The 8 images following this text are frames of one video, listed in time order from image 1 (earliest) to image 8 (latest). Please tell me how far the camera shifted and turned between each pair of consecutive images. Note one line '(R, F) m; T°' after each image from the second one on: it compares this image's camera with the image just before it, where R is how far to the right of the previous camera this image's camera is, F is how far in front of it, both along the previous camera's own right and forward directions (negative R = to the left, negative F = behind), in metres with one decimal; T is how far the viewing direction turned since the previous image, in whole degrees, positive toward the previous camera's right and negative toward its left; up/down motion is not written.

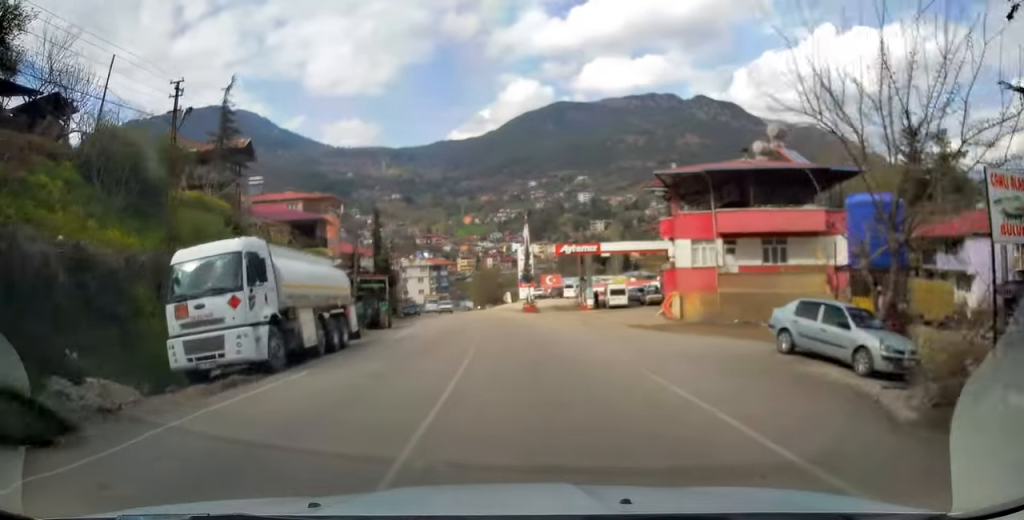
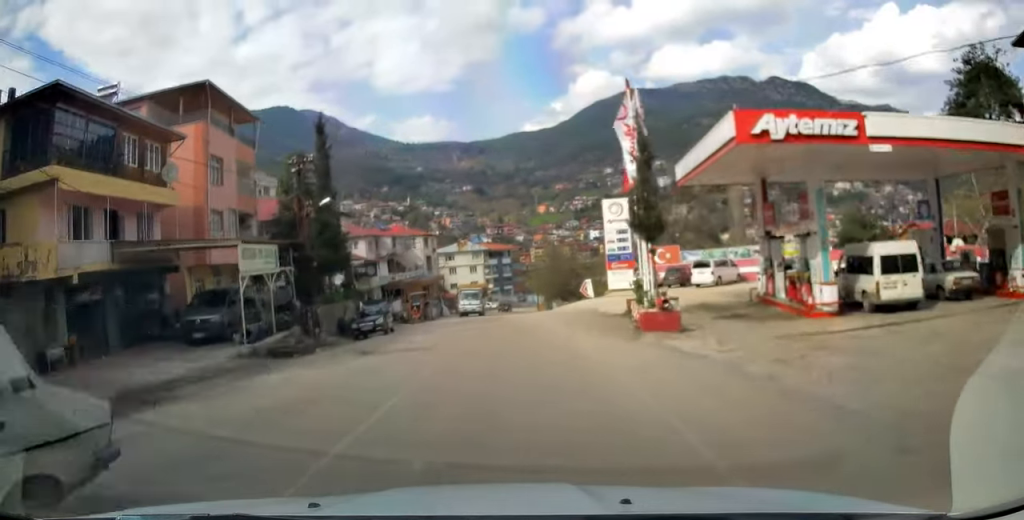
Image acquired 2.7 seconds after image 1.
(-3.1, +36.8) m; -8°
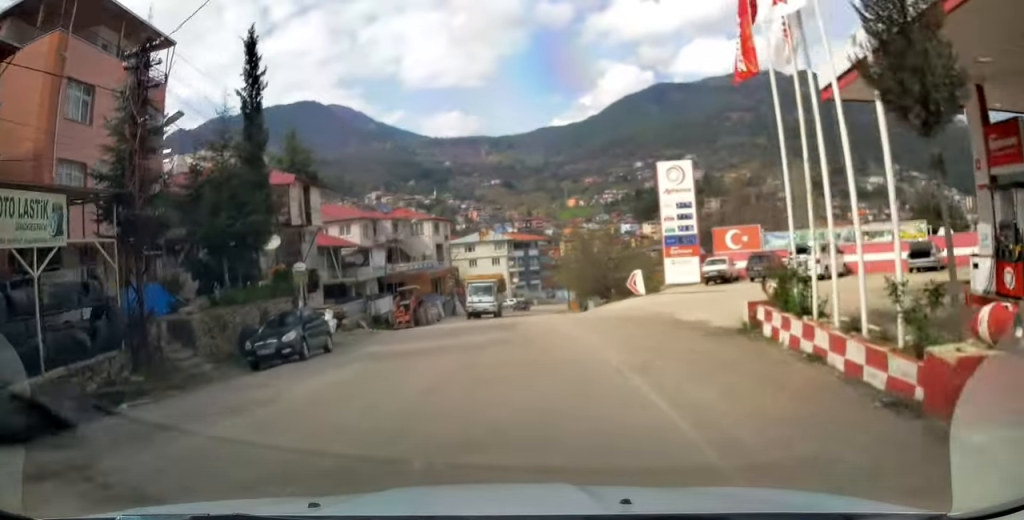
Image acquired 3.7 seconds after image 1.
(-0.3, +13.3) m; -2°
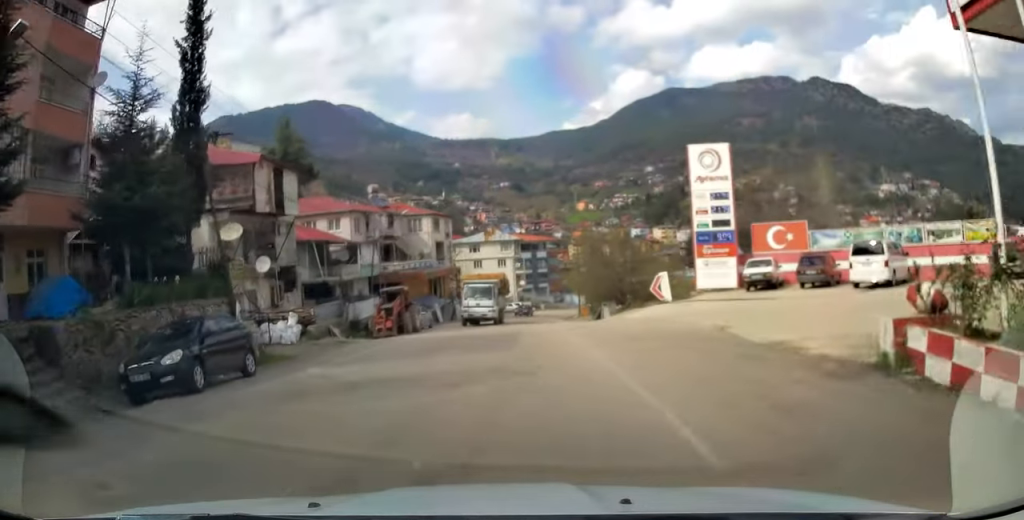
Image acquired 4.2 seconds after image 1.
(0.0, +6.0) m; -1°
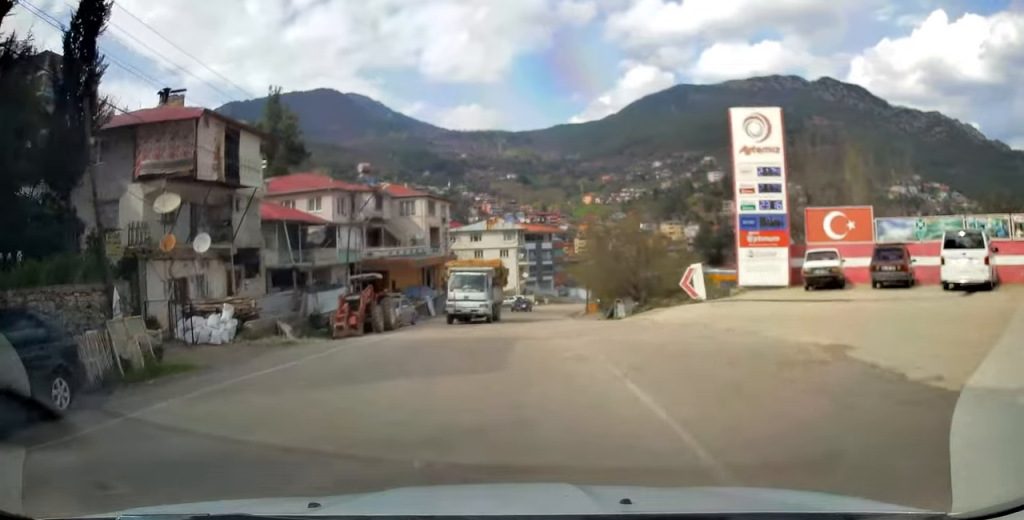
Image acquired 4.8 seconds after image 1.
(-0.1, +6.2) m; -1°
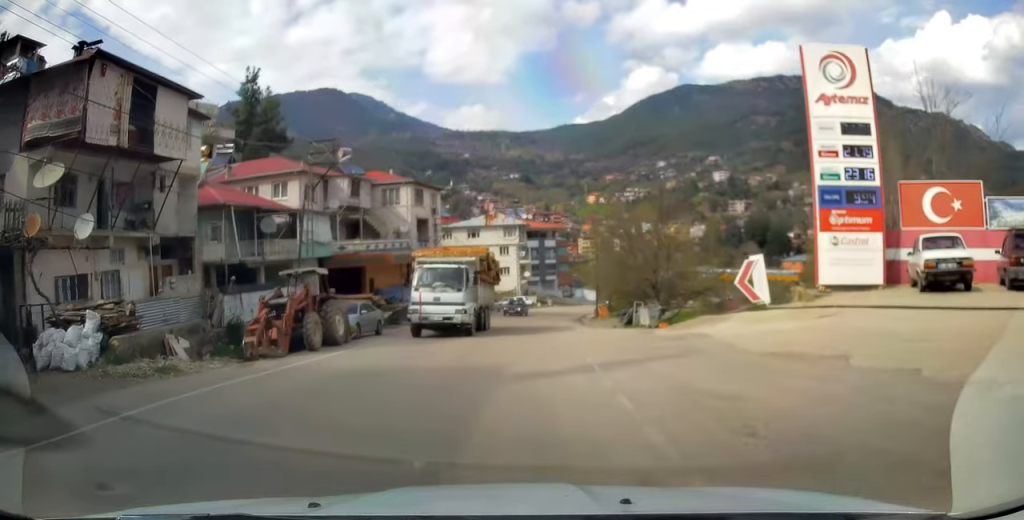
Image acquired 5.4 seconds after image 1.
(-0.1, +7.4) m; 0°
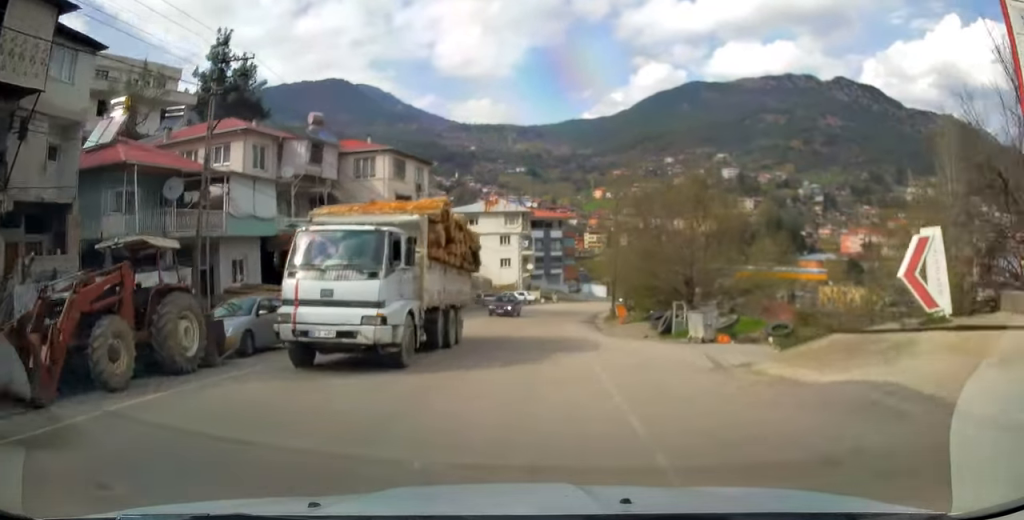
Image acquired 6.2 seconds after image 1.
(0.0, +8.9) m; 0°
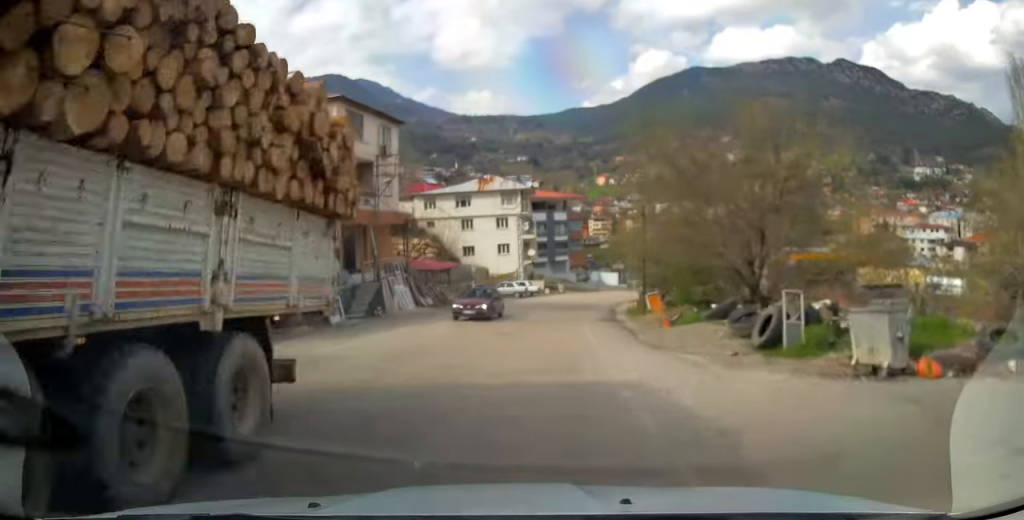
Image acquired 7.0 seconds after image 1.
(0.0, +10.4) m; +1°
